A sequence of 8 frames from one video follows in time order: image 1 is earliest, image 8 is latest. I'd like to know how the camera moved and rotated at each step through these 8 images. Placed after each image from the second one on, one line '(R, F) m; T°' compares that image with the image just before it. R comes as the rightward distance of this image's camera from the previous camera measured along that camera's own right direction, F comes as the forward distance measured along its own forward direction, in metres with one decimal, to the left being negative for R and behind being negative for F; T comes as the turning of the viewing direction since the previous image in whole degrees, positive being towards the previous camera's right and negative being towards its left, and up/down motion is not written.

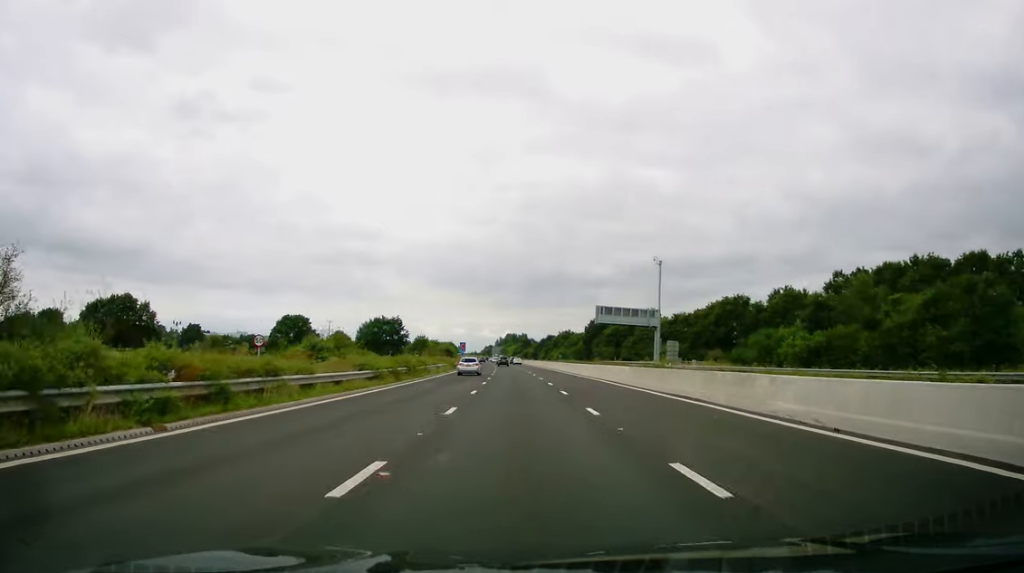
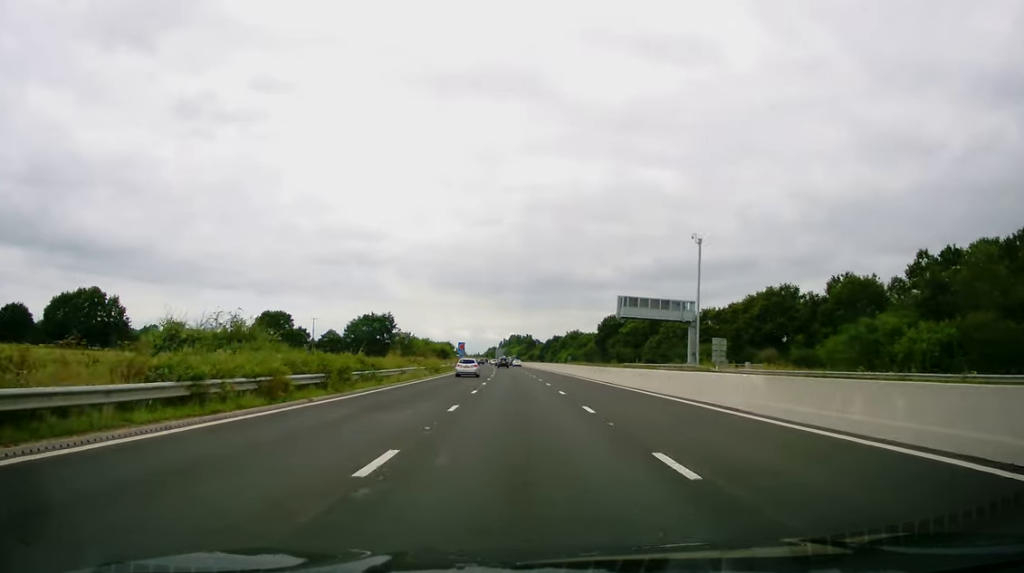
(+0.2, +18.4) m; -1°
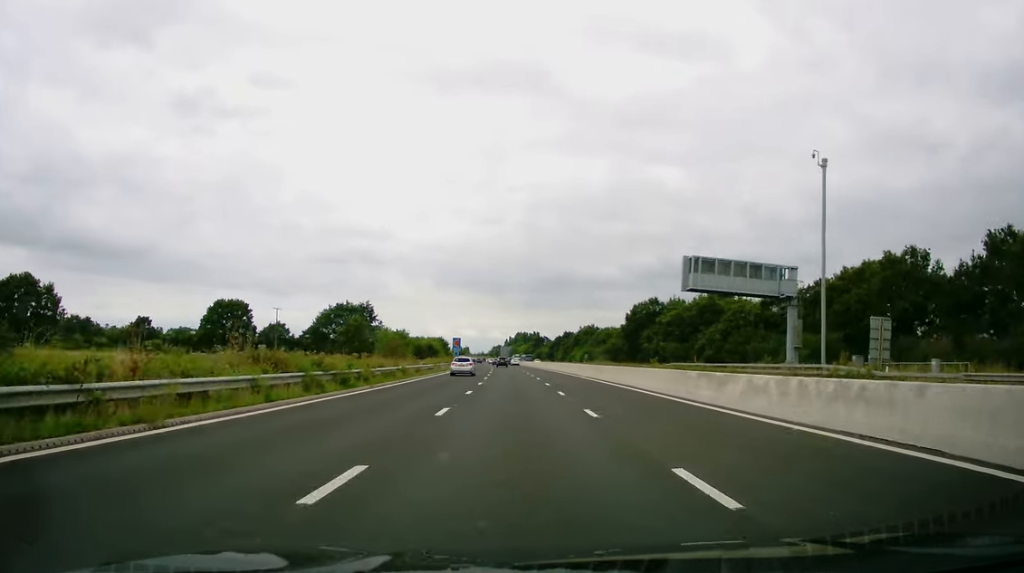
(-0.8, +30.3) m; -2°
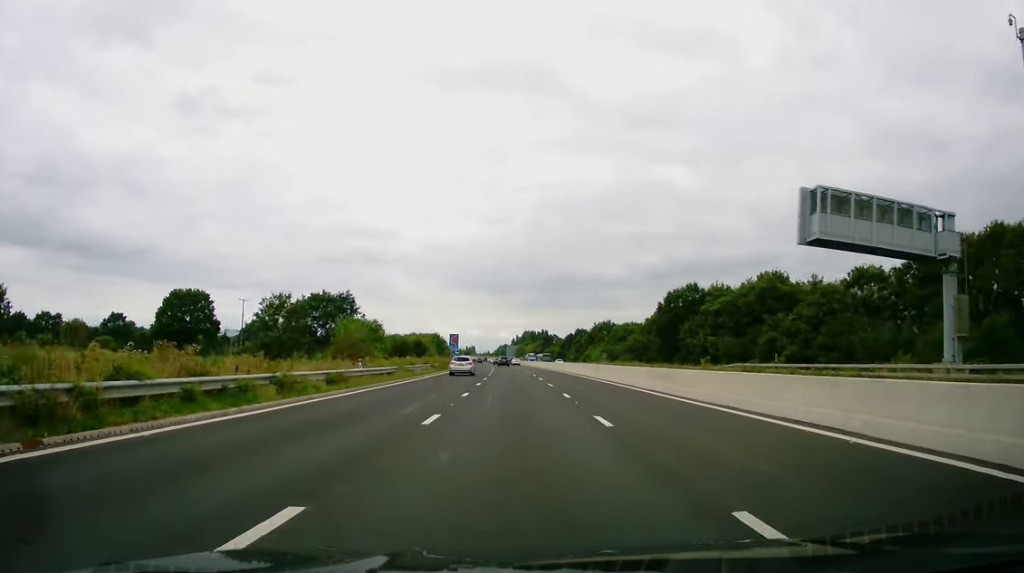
(0.0, +21.4) m; 0°
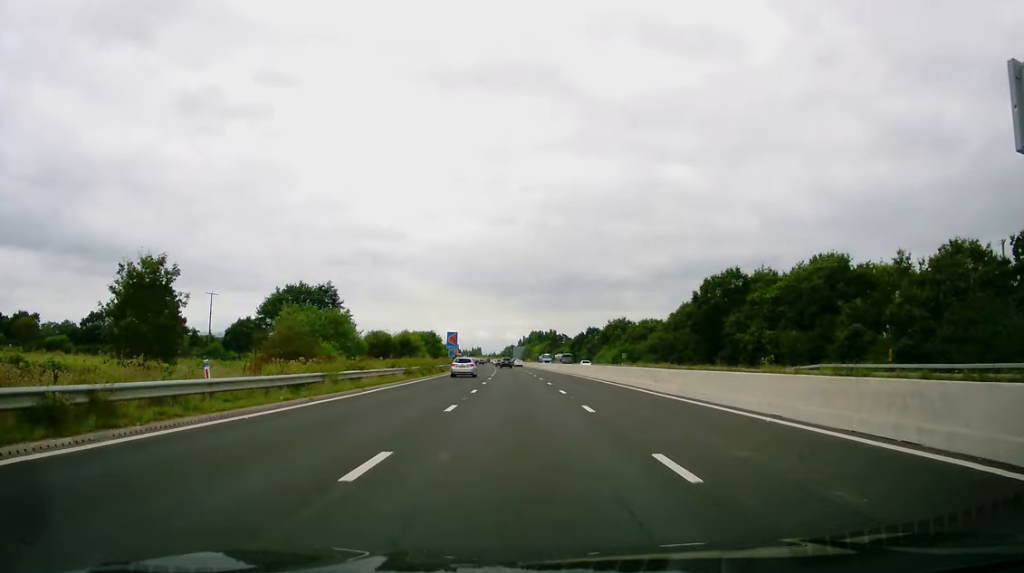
(0.0, +15.8) m; 0°
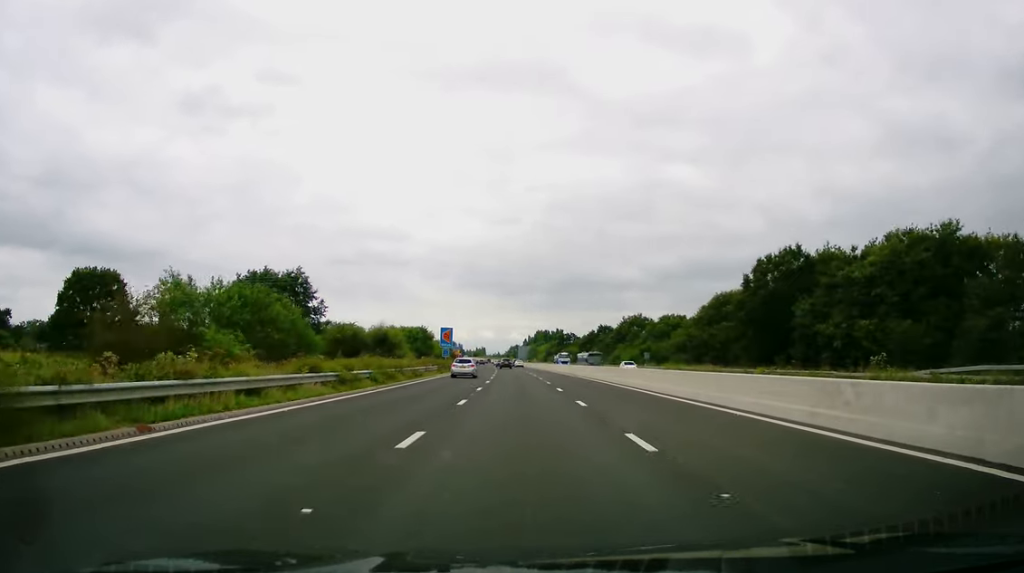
(0.0, +16.5) m; 0°
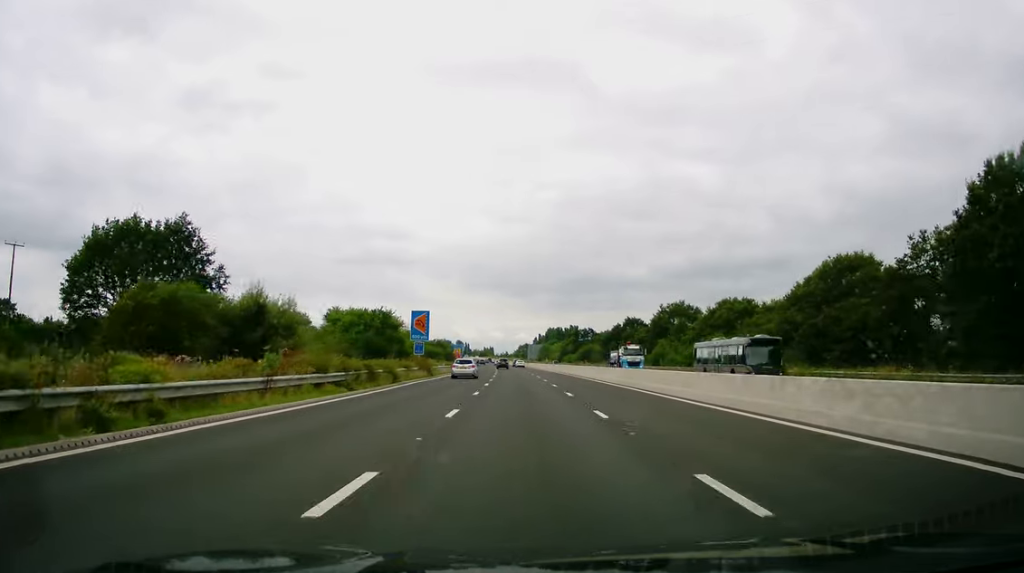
(0.0, +33.5) m; -1°
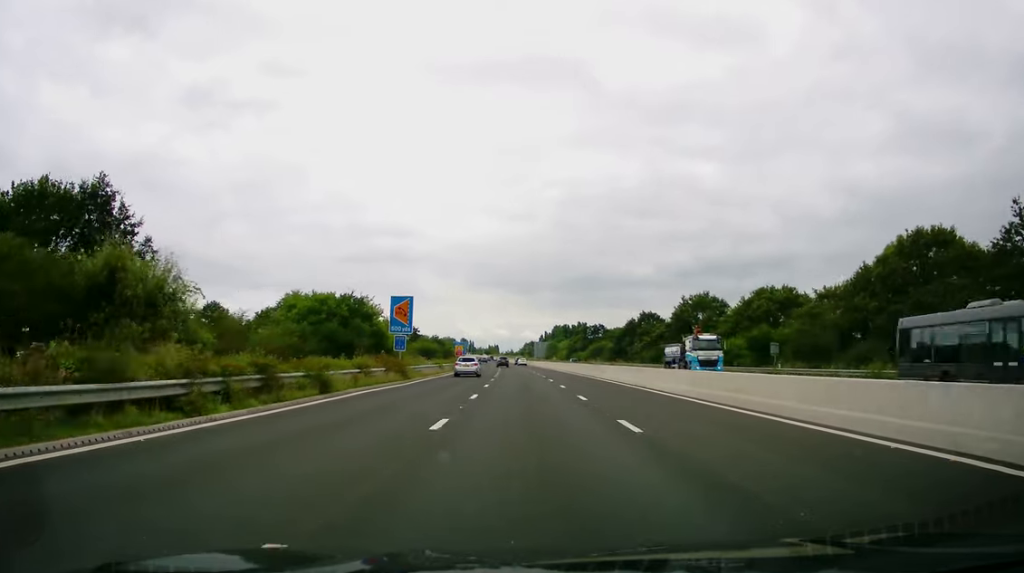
(-0.3, +13.0) m; -1°
